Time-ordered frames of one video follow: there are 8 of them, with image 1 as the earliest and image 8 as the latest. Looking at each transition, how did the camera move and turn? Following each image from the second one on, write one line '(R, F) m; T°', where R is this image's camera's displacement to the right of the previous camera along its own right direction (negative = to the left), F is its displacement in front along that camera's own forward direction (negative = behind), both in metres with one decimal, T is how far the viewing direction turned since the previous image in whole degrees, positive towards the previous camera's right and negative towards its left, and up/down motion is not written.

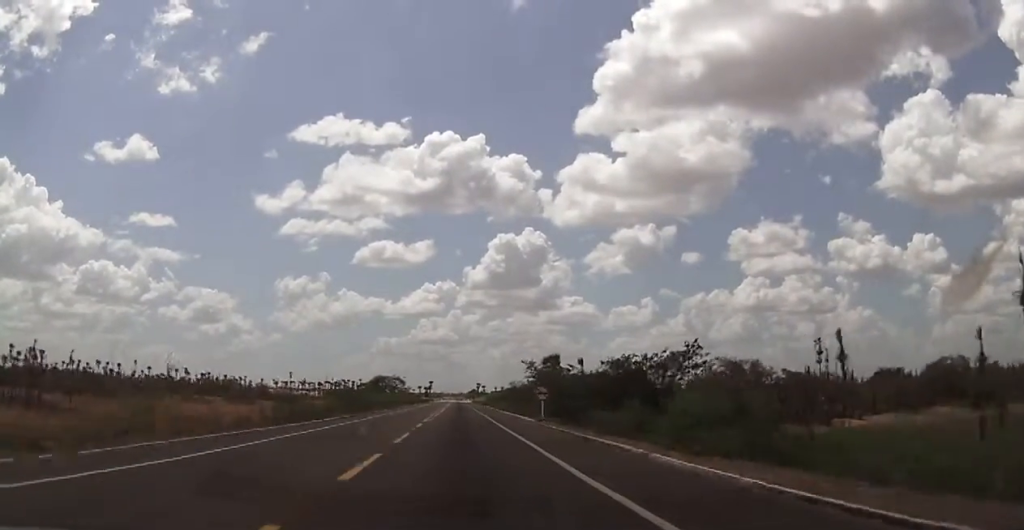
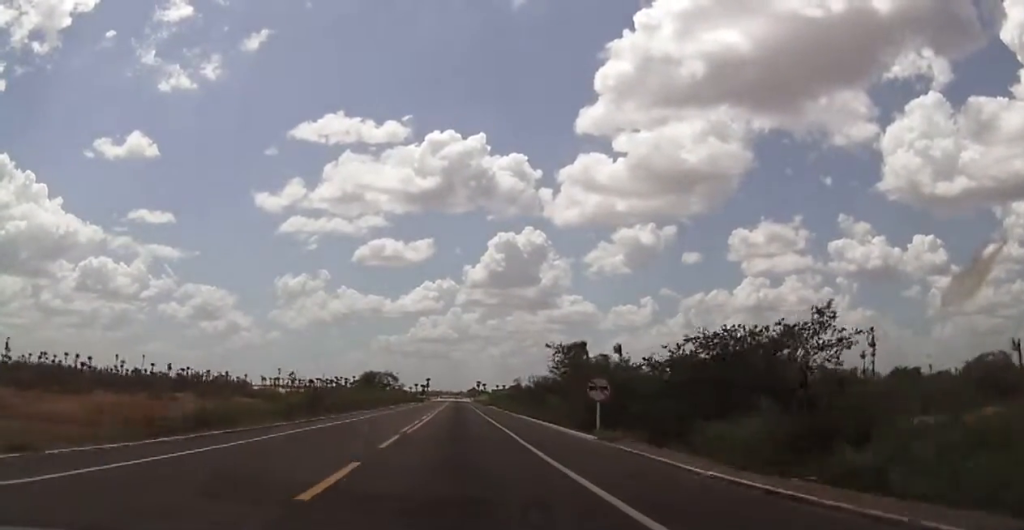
(0.0, +17.5) m; 0°
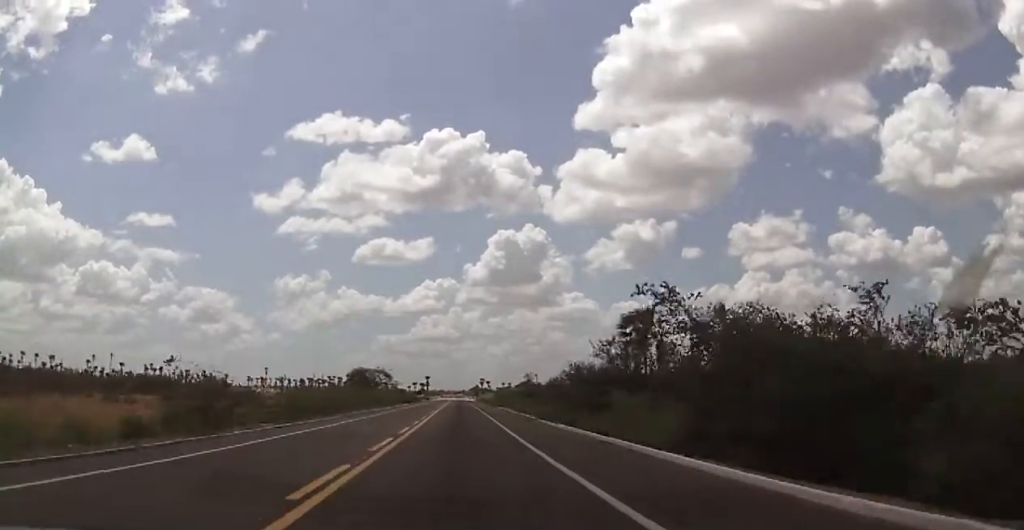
(+0.1, +21.7) m; -1°
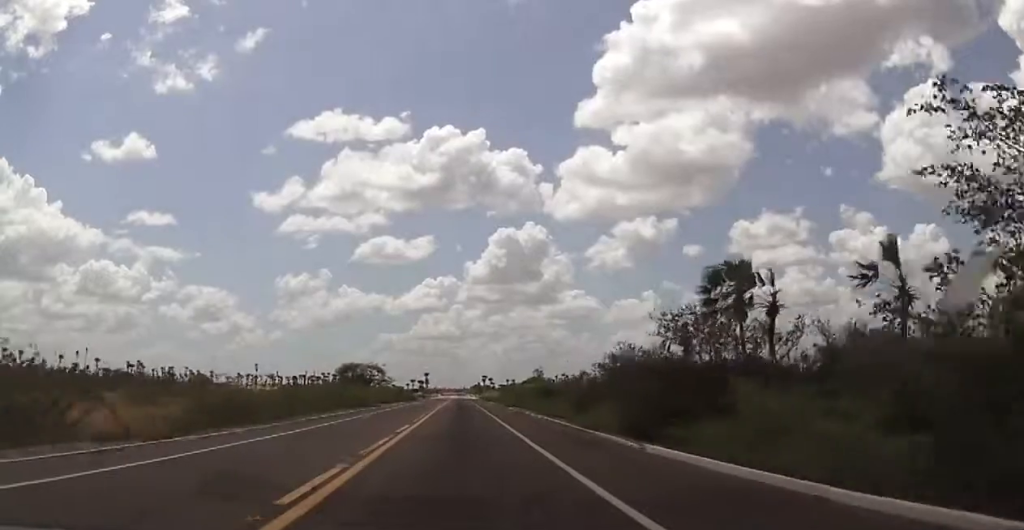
(-0.1, +14.3) m; 0°
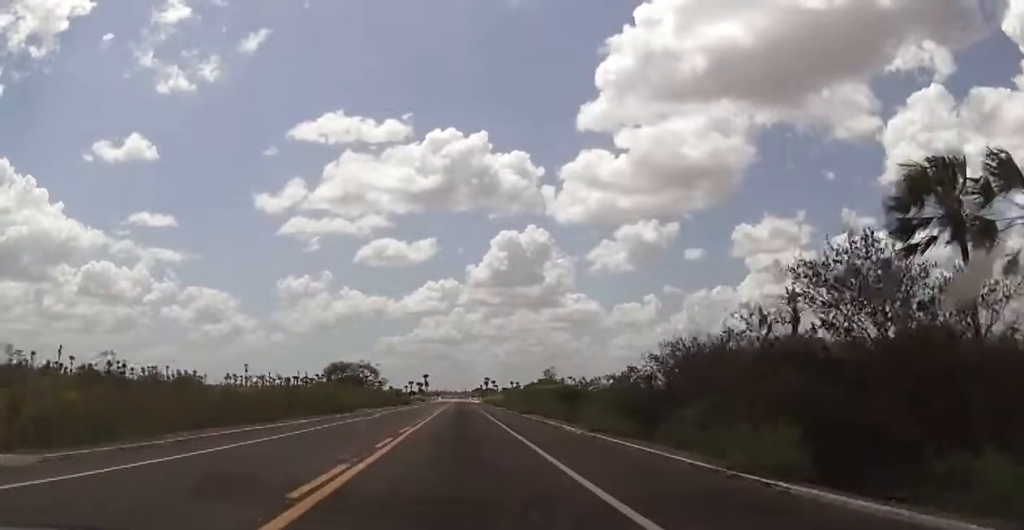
(-0.3, +13.5) m; 0°
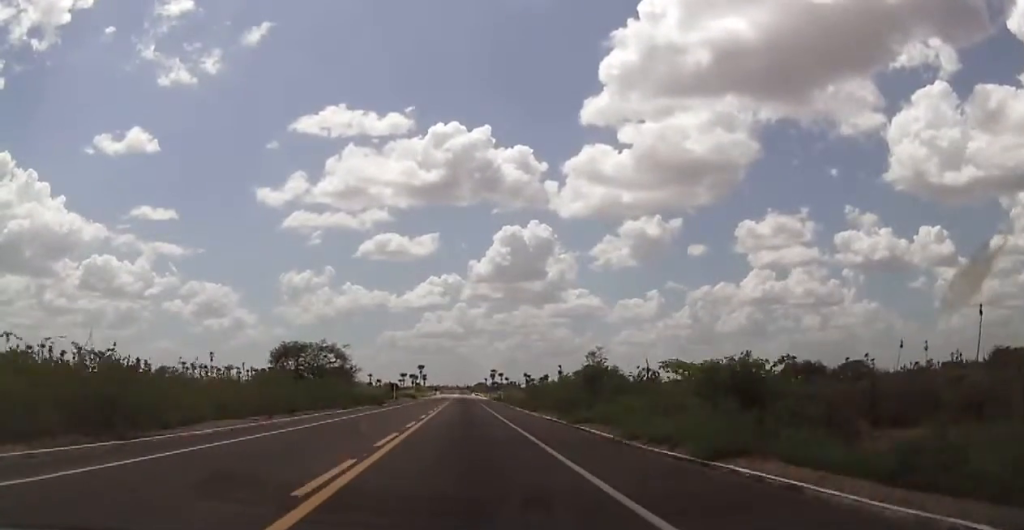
(+0.5, +35.1) m; 0°
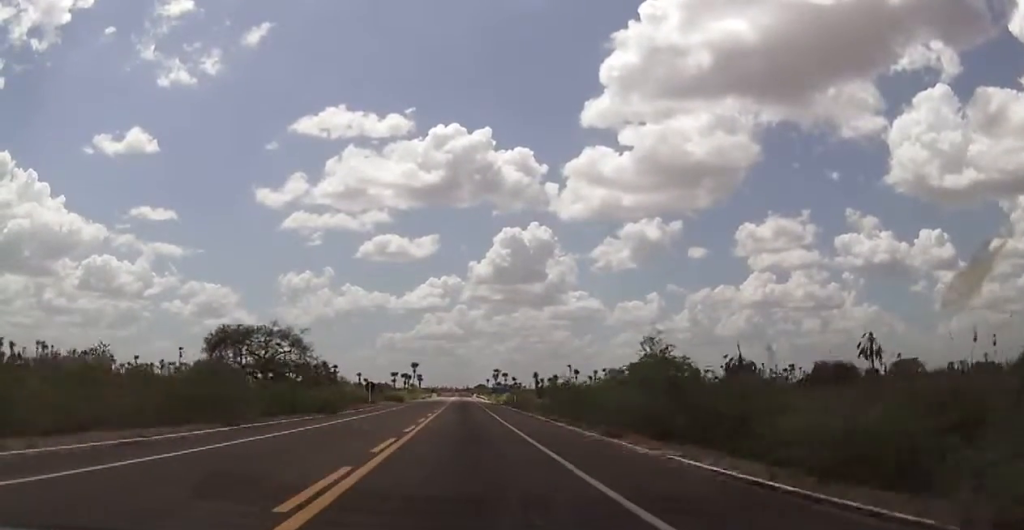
(-0.3, +22.8) m; -1°
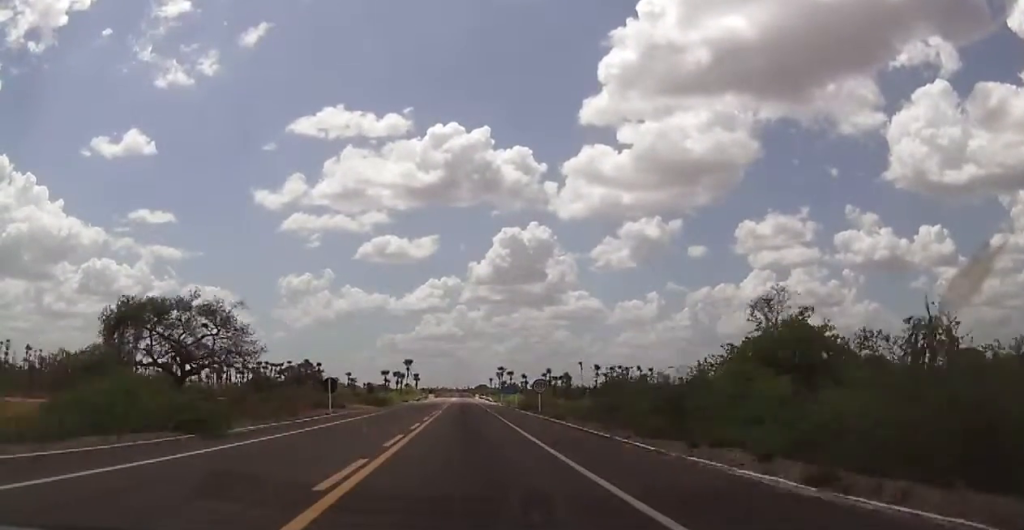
(-0.1, +19.9) m; 0°
